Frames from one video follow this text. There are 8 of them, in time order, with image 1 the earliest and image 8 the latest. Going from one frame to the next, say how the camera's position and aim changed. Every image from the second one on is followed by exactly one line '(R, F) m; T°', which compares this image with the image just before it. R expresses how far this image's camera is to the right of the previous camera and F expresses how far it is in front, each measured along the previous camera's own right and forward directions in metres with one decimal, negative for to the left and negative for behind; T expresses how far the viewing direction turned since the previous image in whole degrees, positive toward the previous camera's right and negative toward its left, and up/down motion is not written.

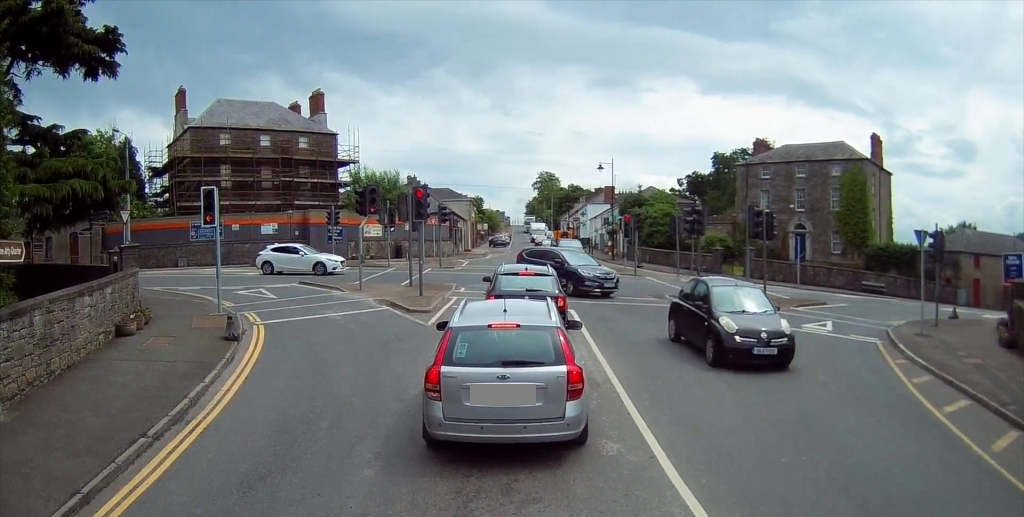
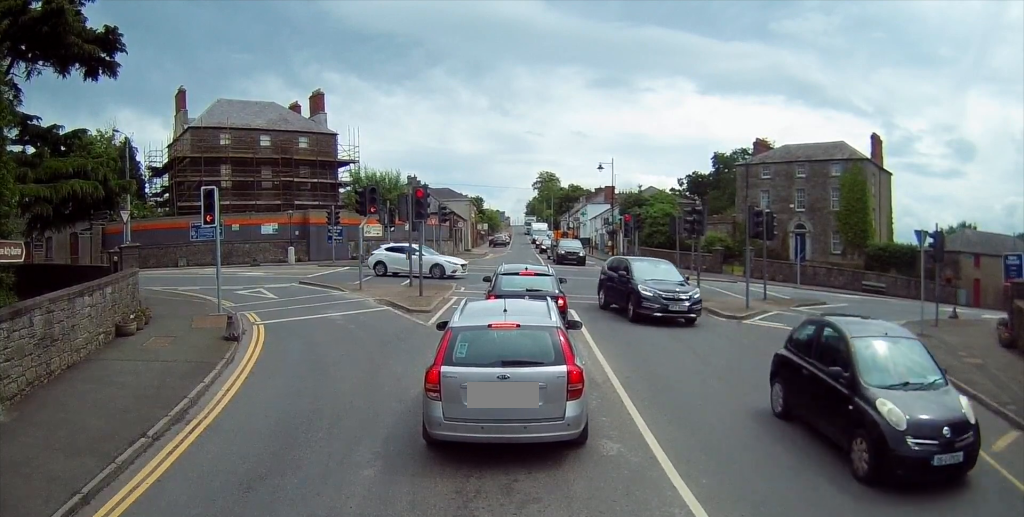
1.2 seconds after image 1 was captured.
(0.0, 0.0) m; 0°
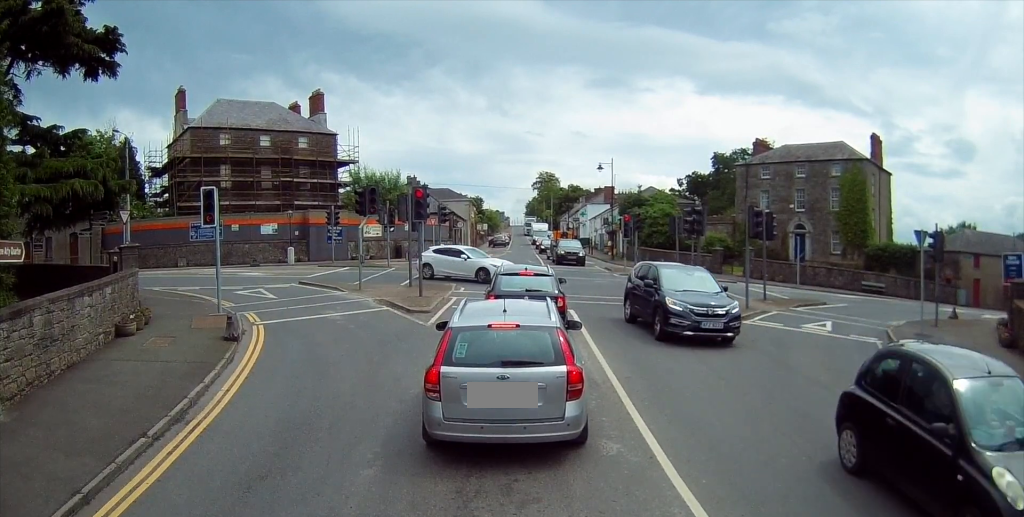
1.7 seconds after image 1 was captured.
(0.0, 0.0) m; 0°
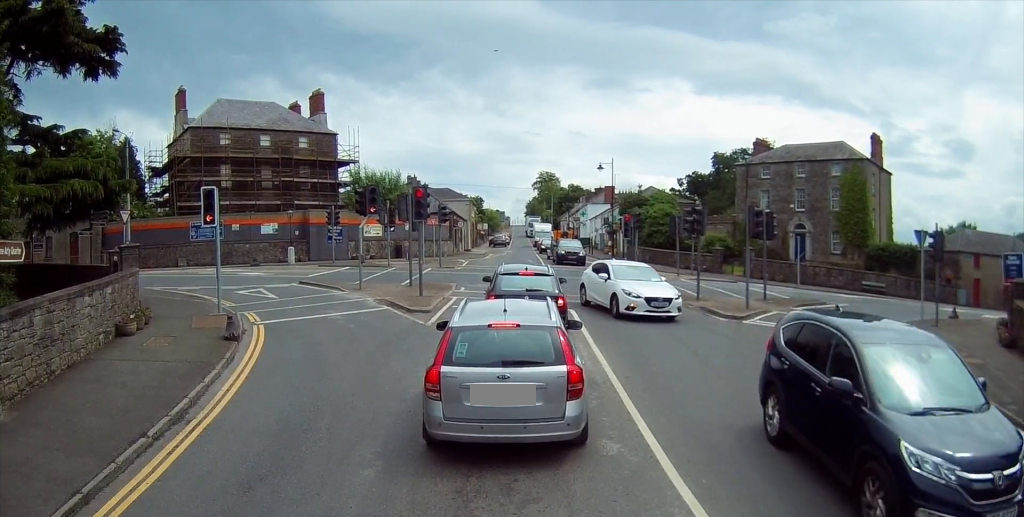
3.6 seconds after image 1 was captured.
(0.0, 0.0) m; 0°
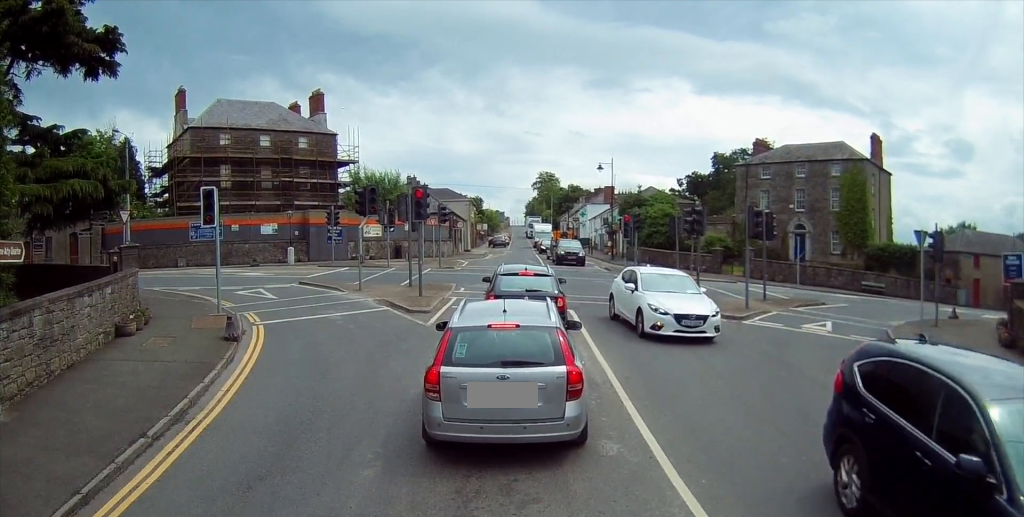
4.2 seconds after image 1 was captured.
(0.0, 0.0) m; 0°
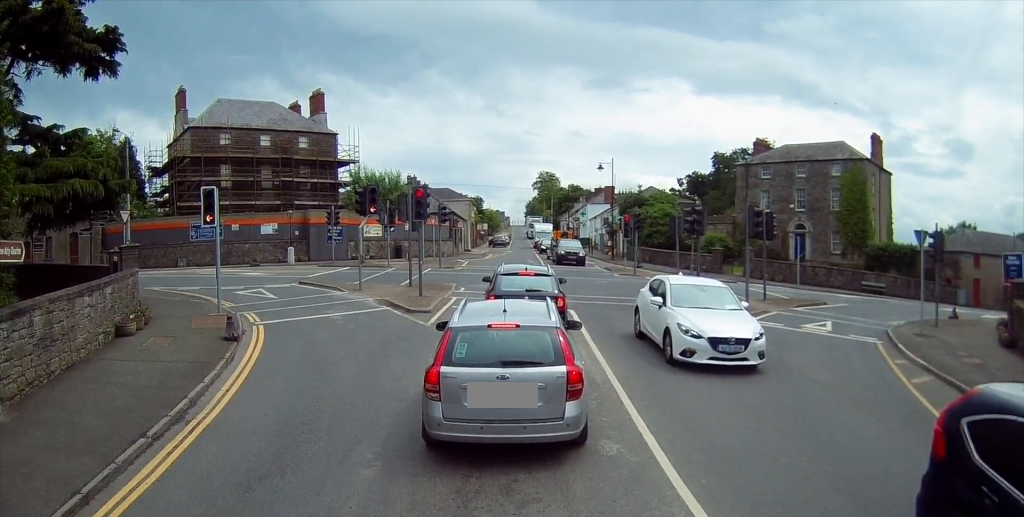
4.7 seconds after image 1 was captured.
(0.0, 0.0) m; 0°
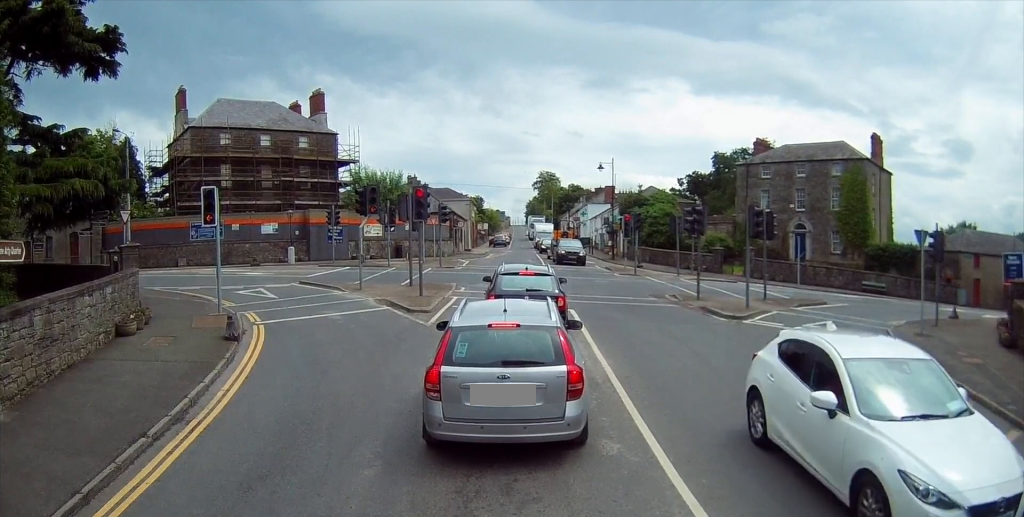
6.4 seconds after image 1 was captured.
(0.0, 0.0) m; 0°
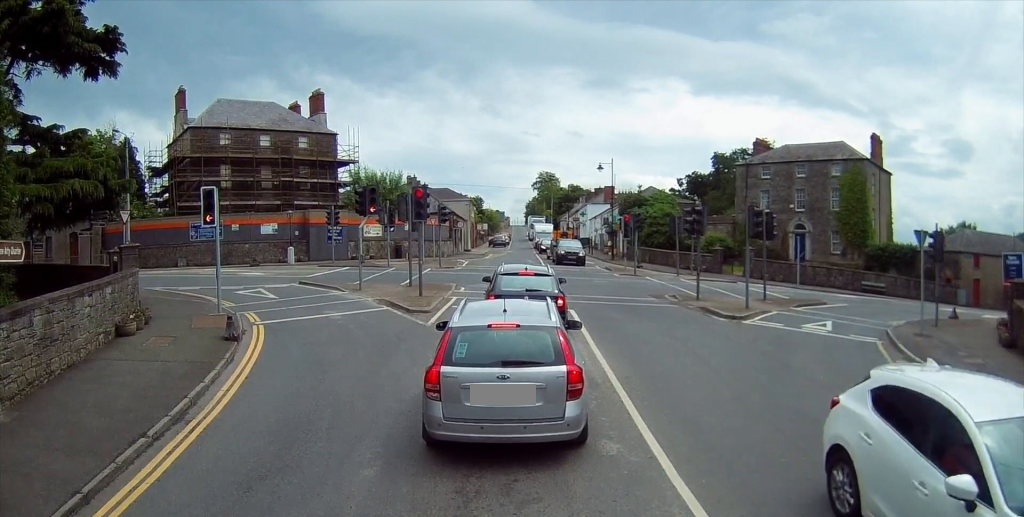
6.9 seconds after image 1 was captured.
(0.0, 0.0) m; 0°
